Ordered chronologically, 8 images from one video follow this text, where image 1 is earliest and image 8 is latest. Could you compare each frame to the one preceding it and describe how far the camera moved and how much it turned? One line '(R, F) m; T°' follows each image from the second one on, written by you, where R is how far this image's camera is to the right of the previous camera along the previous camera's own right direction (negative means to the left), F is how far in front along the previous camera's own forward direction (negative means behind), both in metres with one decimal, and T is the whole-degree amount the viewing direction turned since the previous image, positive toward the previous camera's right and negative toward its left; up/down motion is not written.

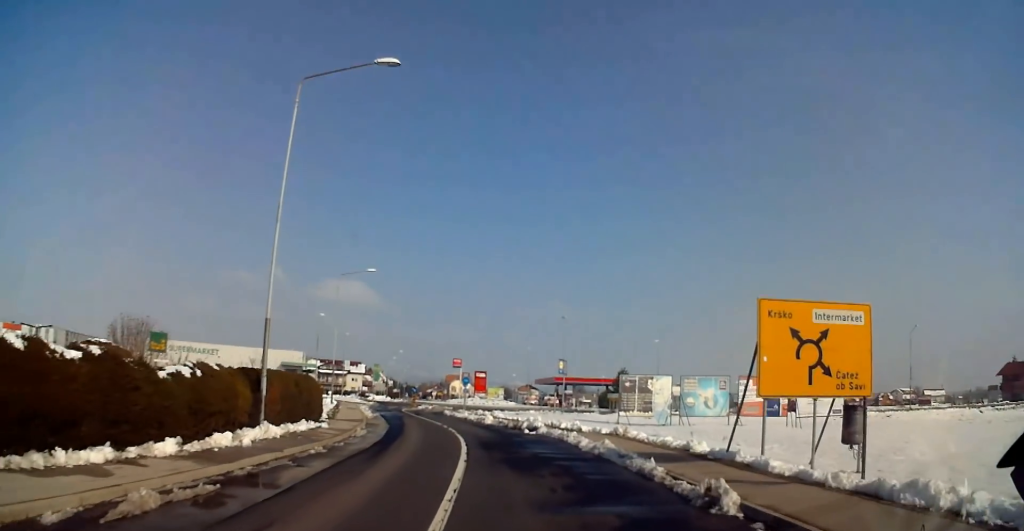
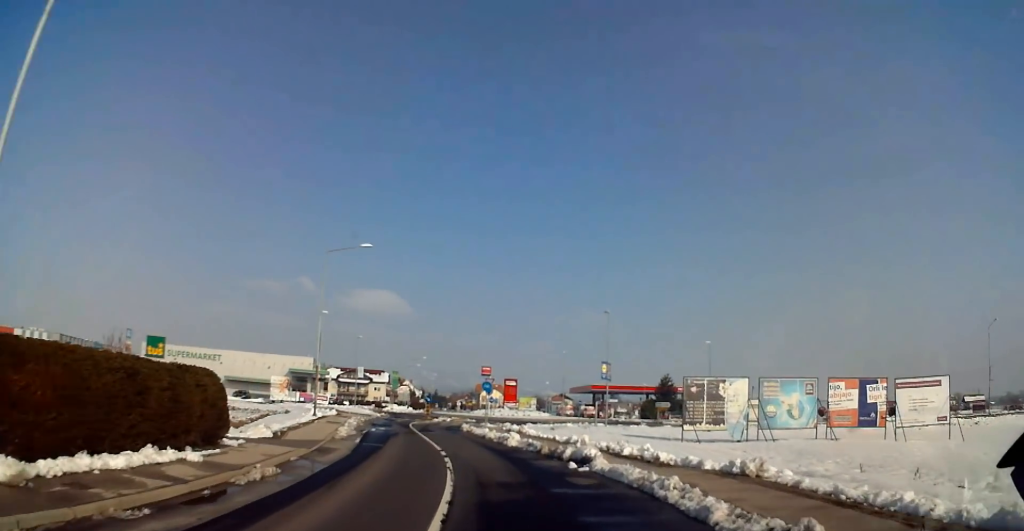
(-0.7, +11.4) m; -4°
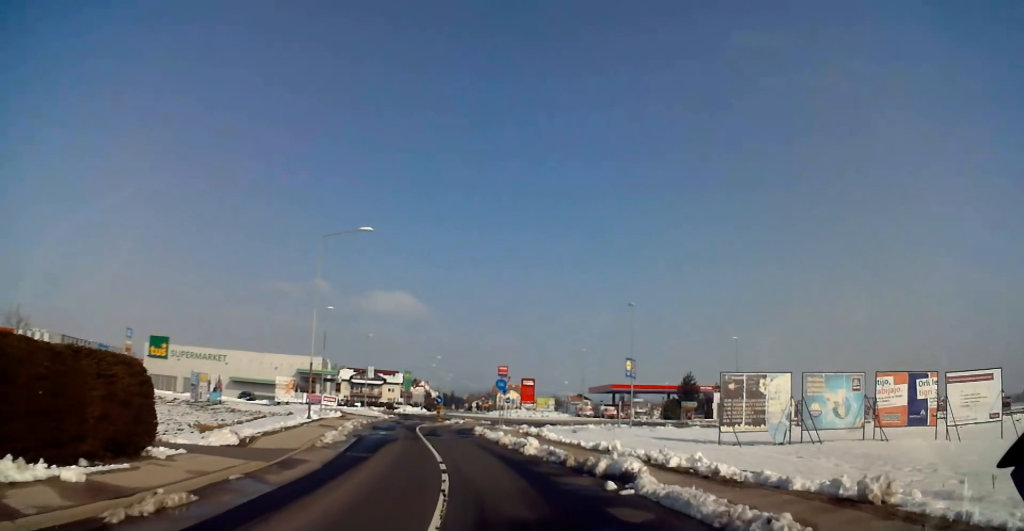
(+0.1, +4.2) m; +1°
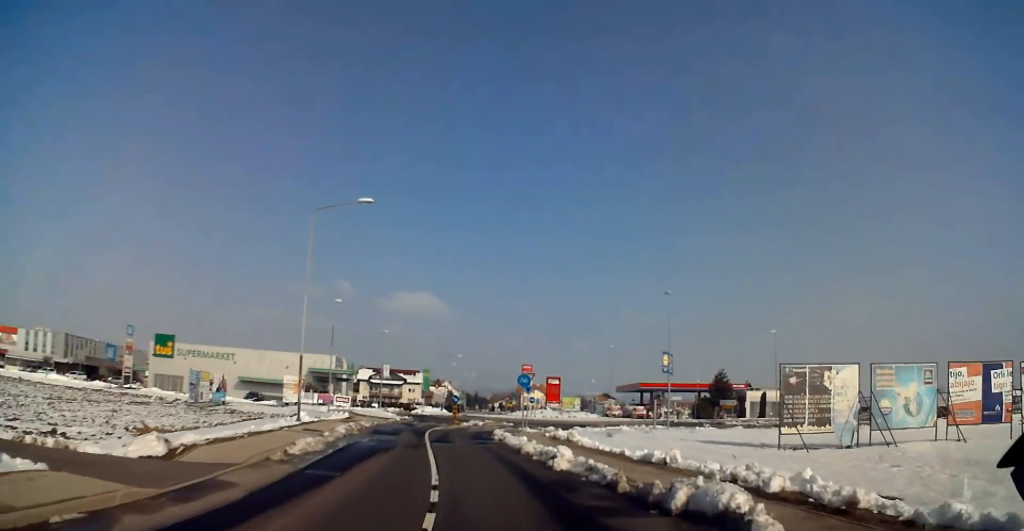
(0.0, +5.4) m; 0°
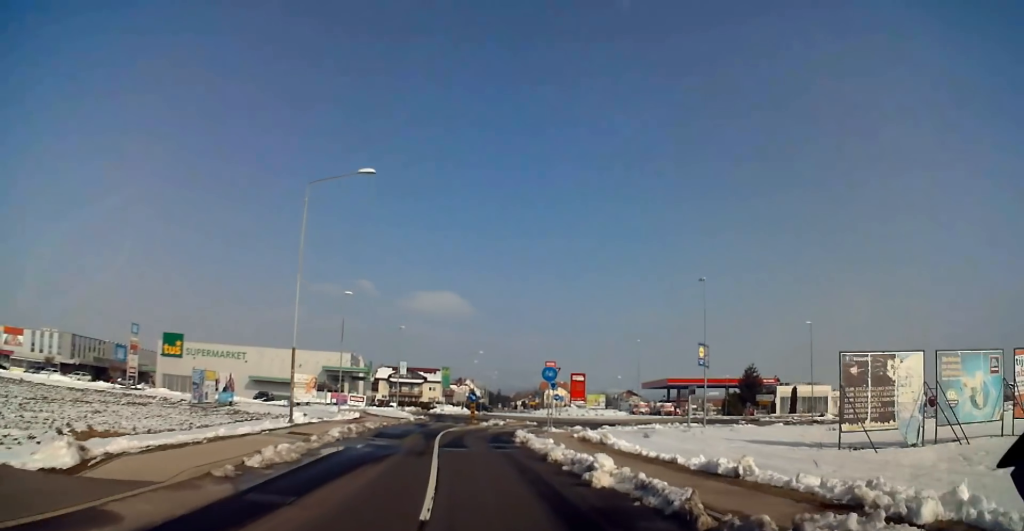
(0.0, +4.0) m; 0°
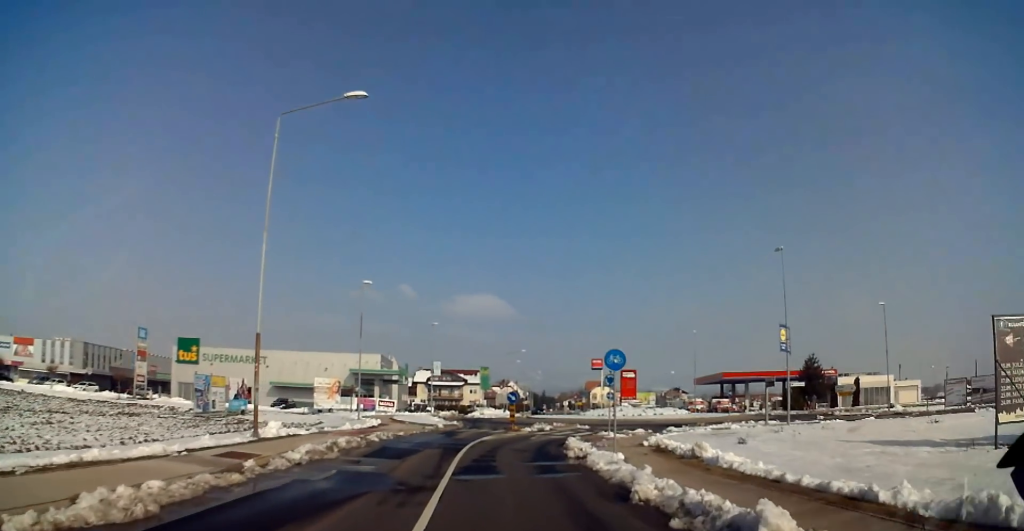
(0.0, +7.7) m; 0°
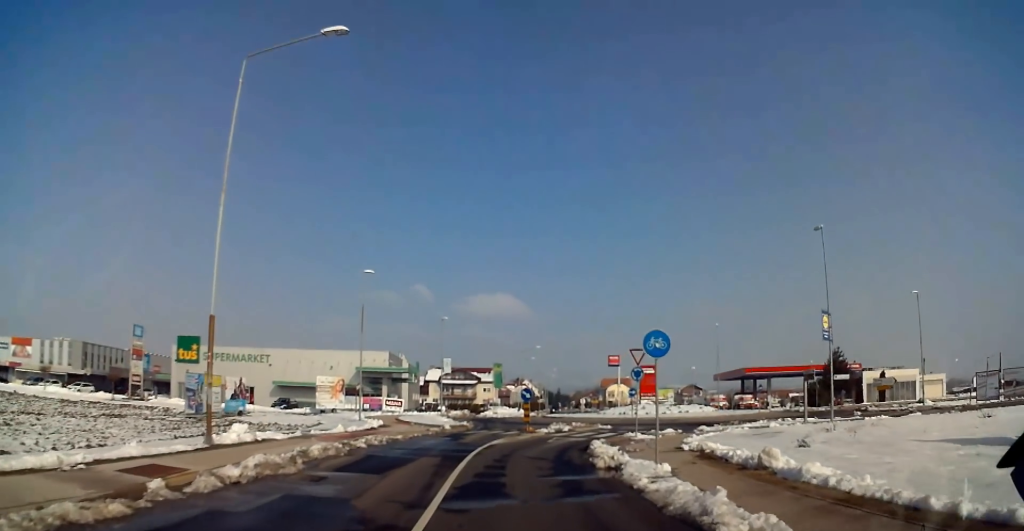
(0.0, +4.0) m; 0°
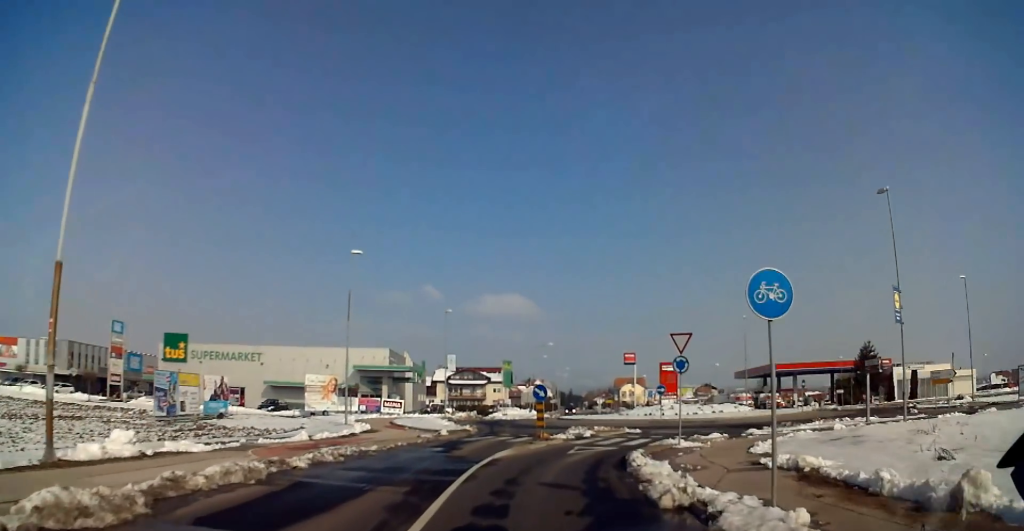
(0.0, +6.5) m; 0°
